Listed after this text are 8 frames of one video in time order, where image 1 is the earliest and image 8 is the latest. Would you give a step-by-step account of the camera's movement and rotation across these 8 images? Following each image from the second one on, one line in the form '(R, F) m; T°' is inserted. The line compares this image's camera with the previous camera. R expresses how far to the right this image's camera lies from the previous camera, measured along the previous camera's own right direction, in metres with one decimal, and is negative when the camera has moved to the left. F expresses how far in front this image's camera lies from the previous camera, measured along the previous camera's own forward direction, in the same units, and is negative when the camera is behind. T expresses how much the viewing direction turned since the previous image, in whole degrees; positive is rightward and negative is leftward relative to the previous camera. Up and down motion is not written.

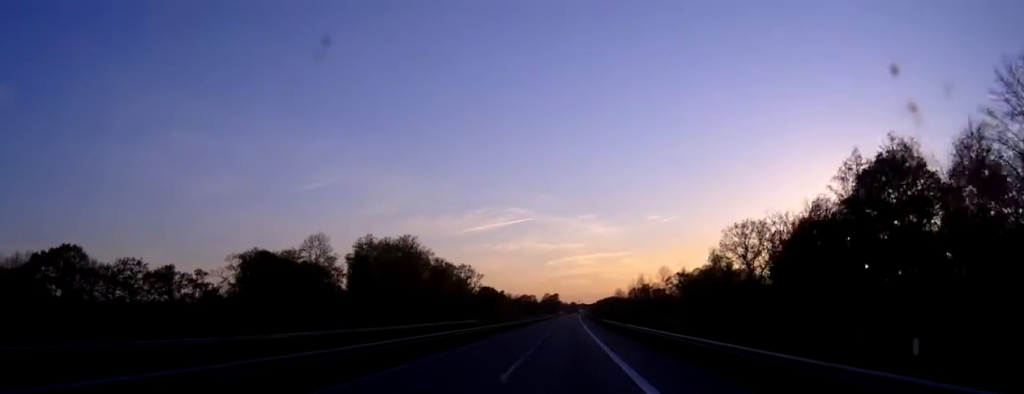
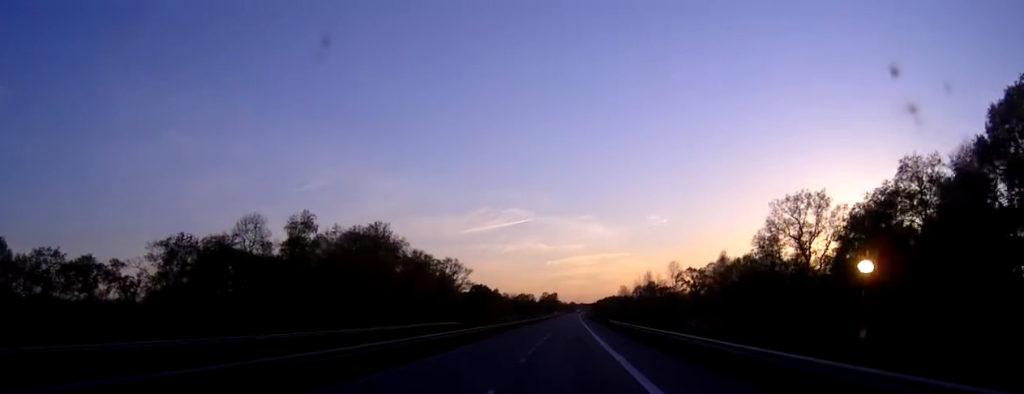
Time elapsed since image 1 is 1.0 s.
(0.0, +28.0) m; 0°
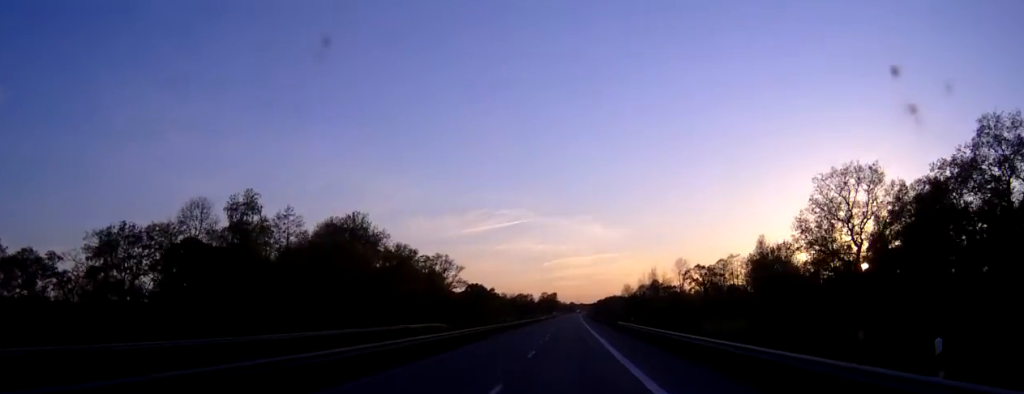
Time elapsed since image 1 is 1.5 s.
(0.0, +16.4) m; 0°
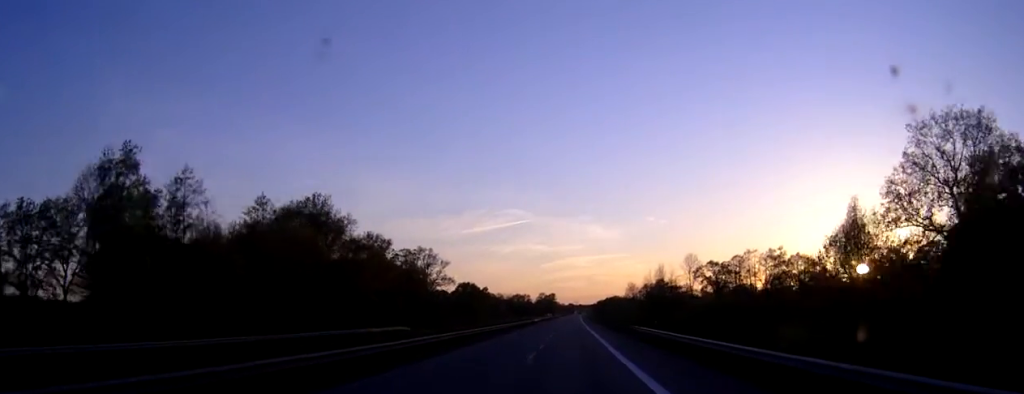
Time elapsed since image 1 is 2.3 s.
(0.0, +22.3) m; 0°
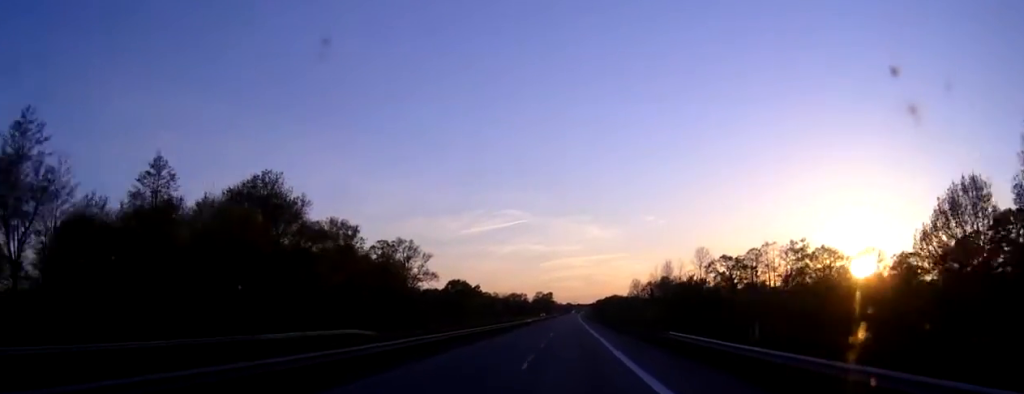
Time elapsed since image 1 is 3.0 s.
(+0.1, +20.3) m; 0°
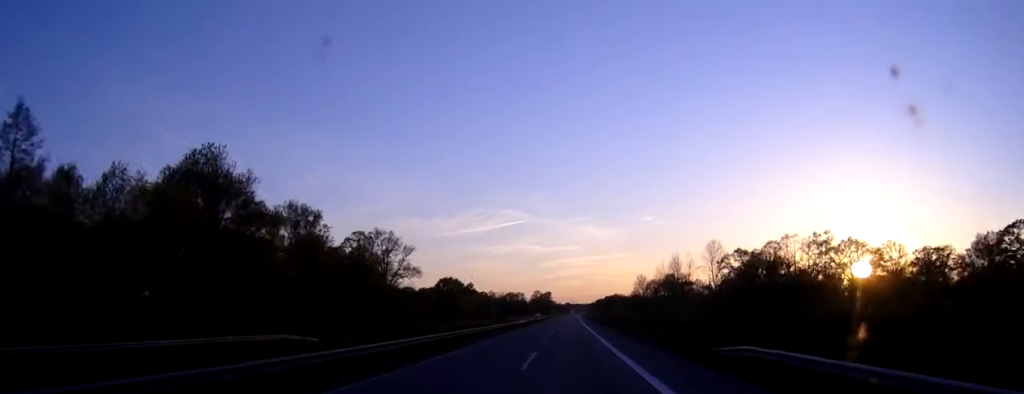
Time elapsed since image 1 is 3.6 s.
(+0.1, +17.3) m; 0°
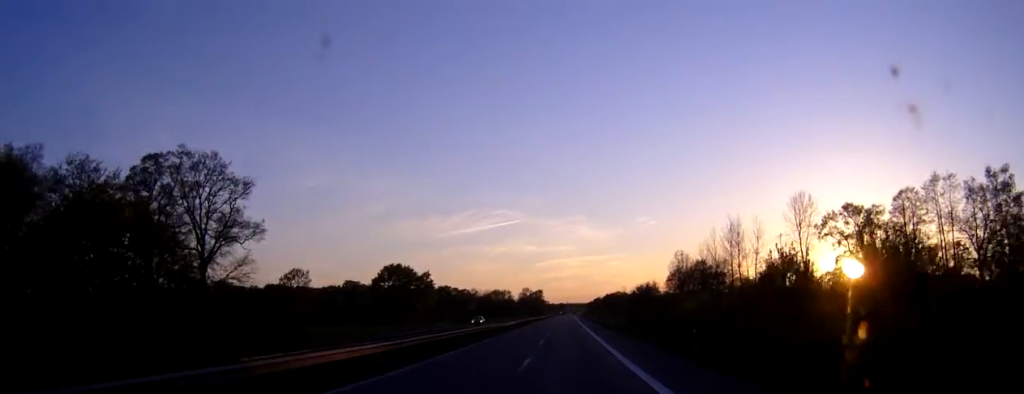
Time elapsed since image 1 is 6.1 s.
(+0.4, +71.9) m; +1°
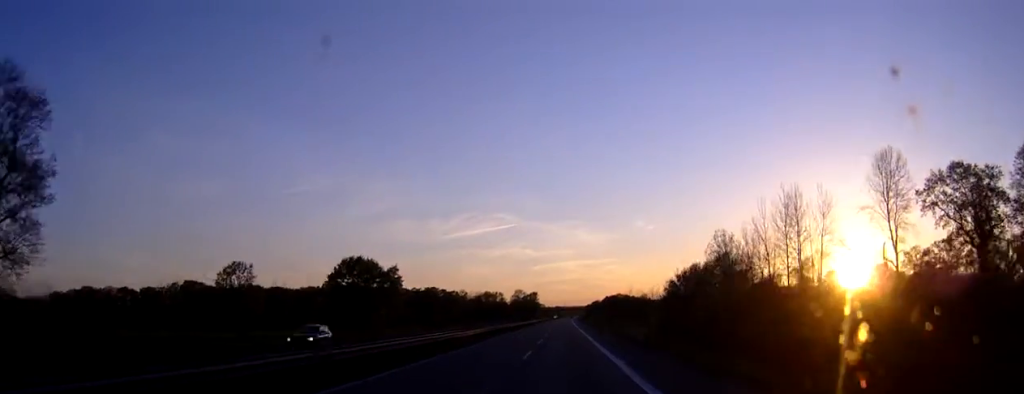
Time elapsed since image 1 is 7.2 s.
(+0.1, +32.6) m; 0°
